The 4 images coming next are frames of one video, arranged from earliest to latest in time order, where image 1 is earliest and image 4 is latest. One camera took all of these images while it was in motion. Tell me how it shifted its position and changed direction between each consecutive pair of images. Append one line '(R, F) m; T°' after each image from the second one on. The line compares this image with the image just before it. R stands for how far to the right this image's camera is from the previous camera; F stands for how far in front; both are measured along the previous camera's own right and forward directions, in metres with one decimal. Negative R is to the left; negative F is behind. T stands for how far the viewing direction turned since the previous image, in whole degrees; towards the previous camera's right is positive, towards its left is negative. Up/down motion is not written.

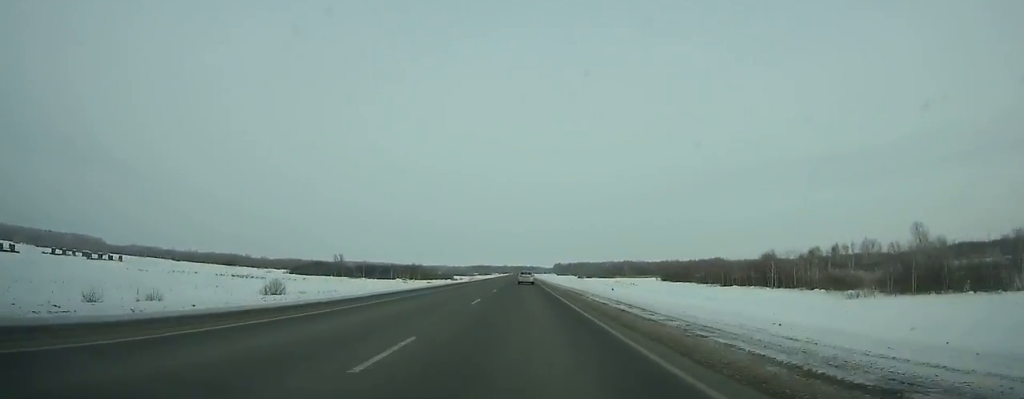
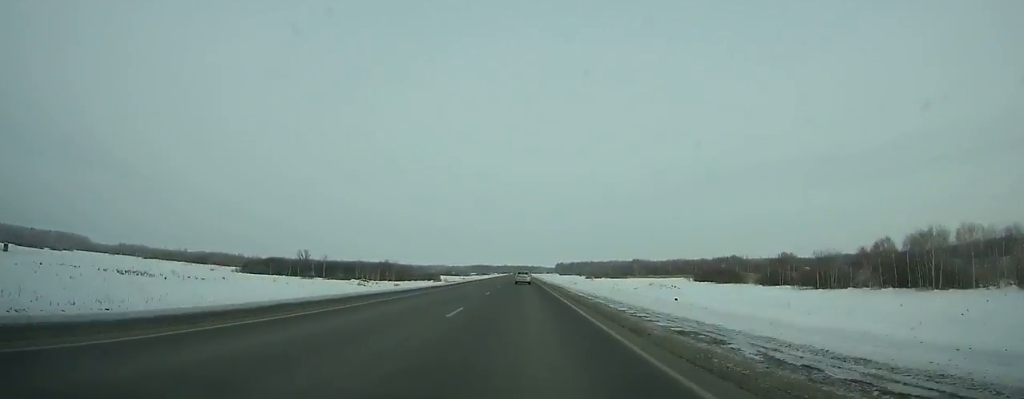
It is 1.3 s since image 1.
(+0.3, +38.4) m; 0°
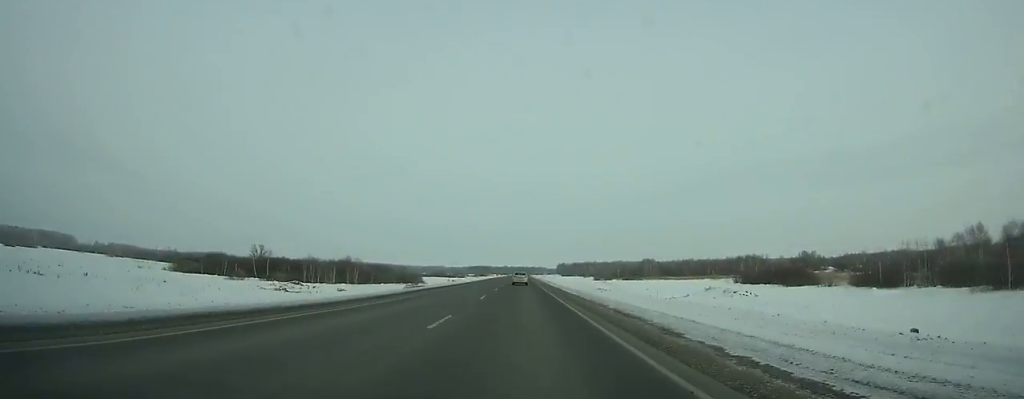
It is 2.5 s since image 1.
(+0.2, +35.4) m; 0°
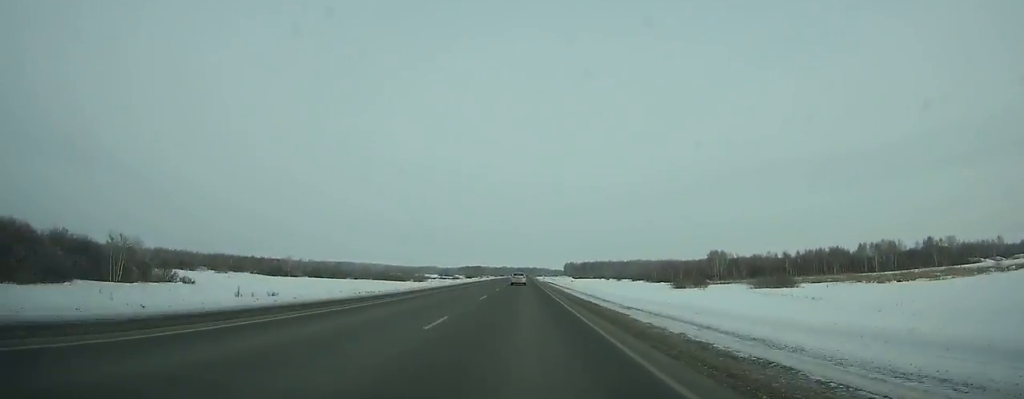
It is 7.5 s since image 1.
(0.0, +146.9) m; 0°
